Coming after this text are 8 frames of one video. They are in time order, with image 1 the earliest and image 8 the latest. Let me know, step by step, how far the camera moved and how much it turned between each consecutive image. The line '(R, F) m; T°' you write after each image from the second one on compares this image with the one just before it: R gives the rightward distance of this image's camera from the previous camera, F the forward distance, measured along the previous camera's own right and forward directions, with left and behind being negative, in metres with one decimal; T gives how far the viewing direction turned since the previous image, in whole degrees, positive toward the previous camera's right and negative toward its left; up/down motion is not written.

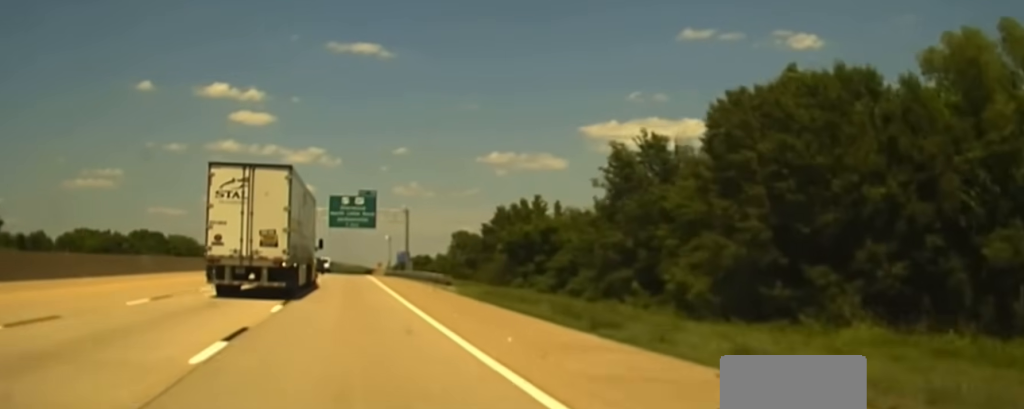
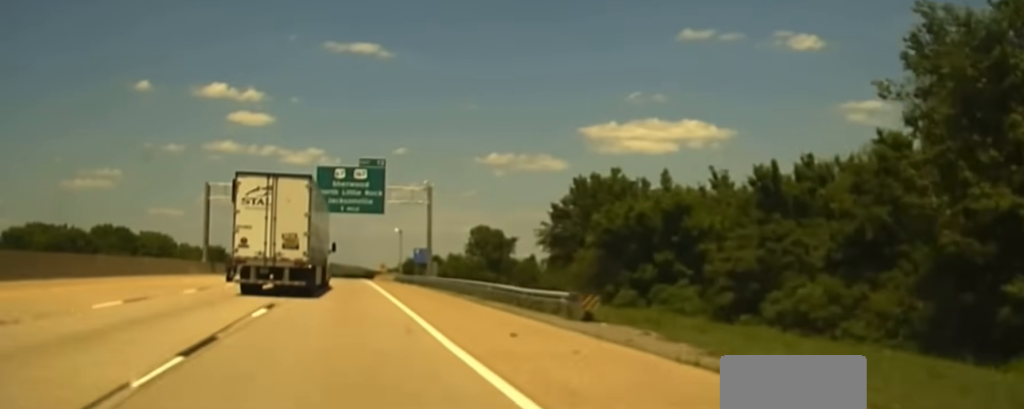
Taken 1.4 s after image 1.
(+0.1, +39.4) m; 0°
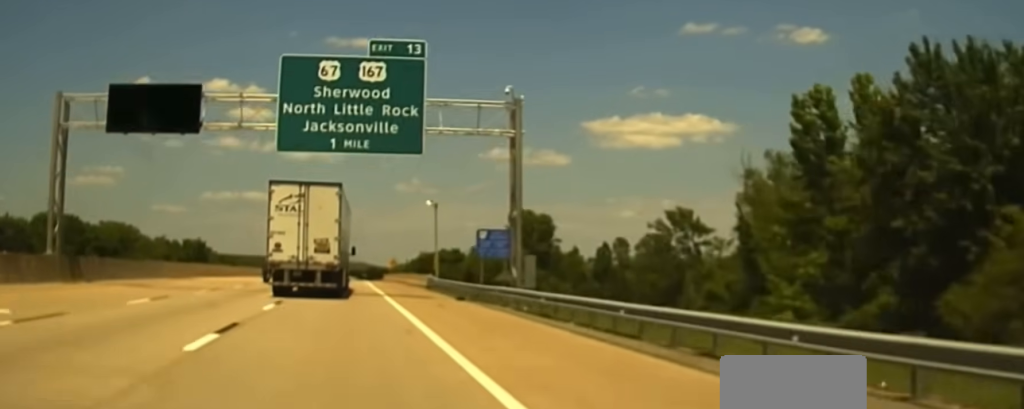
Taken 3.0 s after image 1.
(-0.2, +44.9) m; 0°
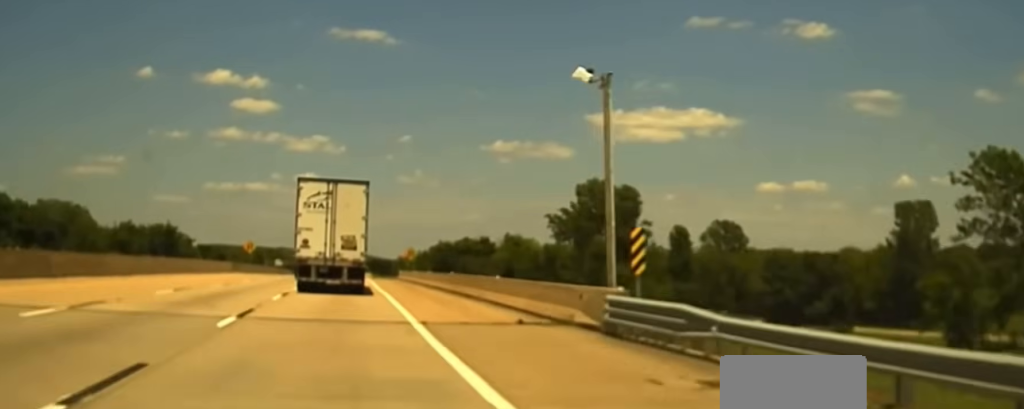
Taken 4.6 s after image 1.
(-0.1, +45.2) m; 0°
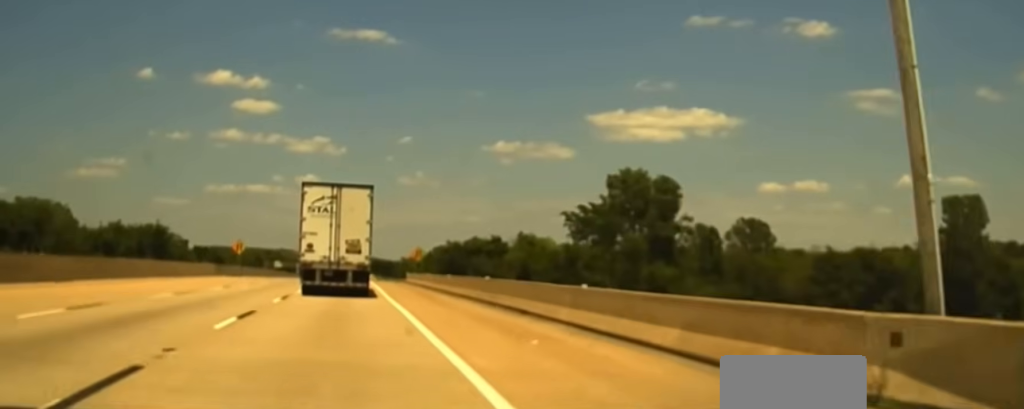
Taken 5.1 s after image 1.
(0.0, +12.7) m; 0°
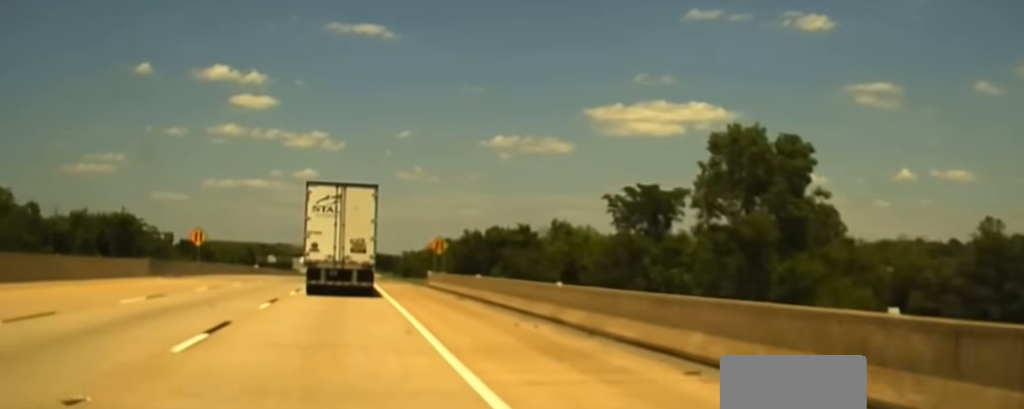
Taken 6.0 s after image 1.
(0.0, +27.1) m; 0°
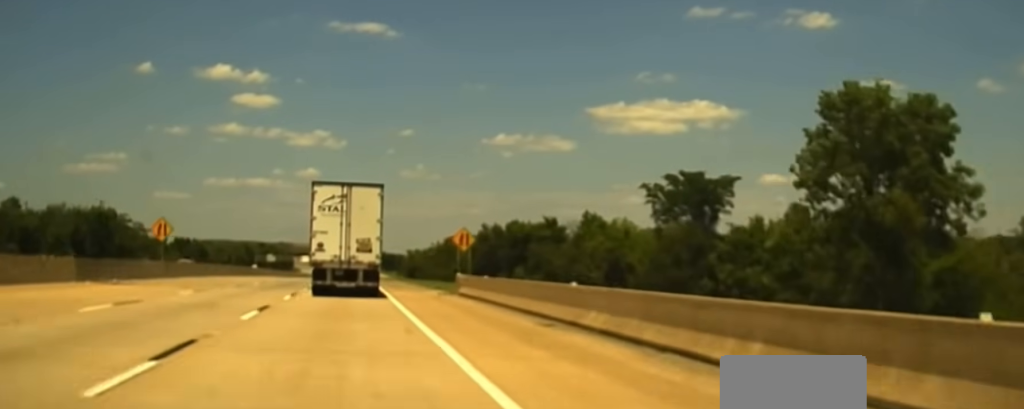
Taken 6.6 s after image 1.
(0.0, +16.8) m; 0°
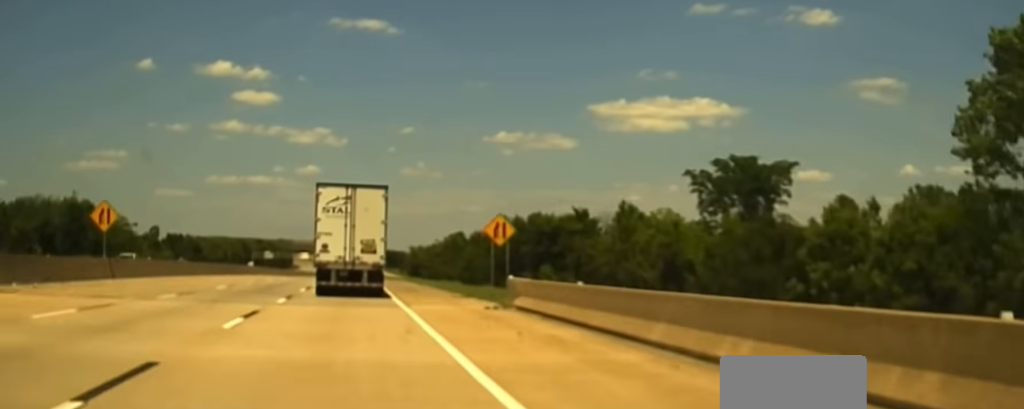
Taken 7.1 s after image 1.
(0.0, +15.7) m; 0°
